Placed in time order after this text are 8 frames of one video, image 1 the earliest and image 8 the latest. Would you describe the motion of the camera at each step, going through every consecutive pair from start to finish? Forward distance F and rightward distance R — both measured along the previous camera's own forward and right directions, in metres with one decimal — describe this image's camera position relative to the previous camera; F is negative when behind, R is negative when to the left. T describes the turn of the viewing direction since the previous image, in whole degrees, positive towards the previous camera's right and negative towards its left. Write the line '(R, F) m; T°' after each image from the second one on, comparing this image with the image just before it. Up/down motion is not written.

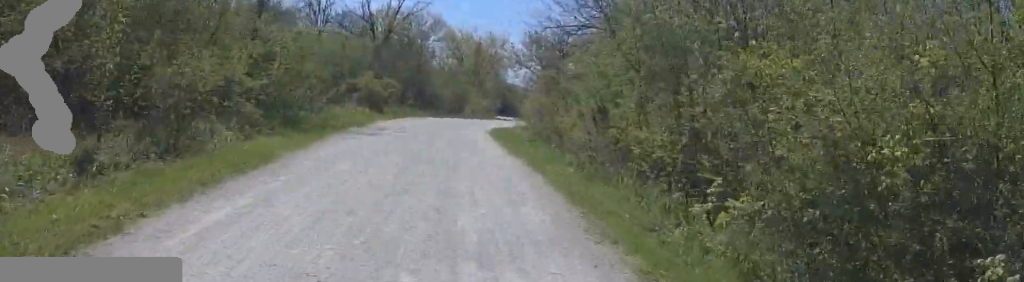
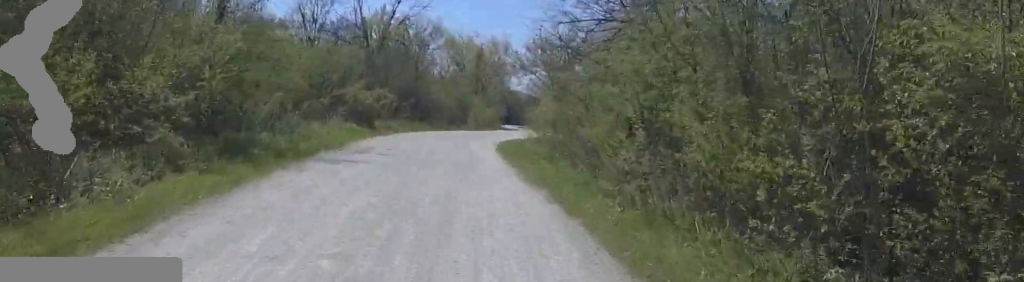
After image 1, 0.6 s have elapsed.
(0.0, +3.1) m; 0°
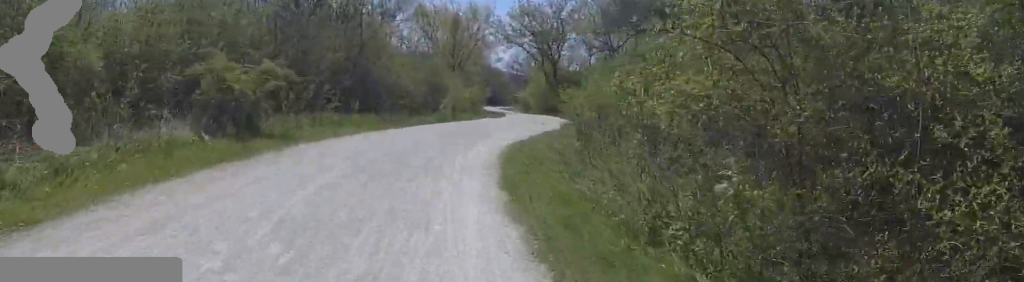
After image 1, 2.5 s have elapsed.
(0.0, +10.3) m; 0°
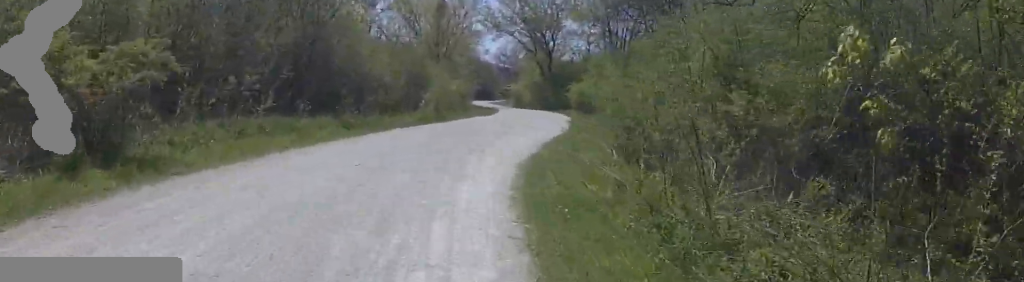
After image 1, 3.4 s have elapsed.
(0.0, +4.6) m; 0°
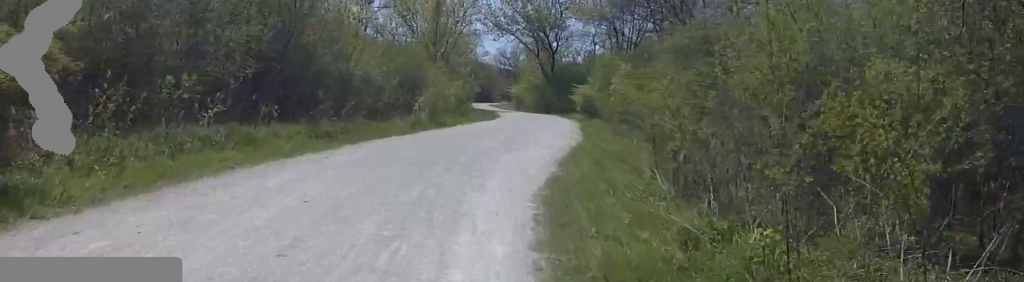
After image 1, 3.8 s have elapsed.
(0.0, +2.3) m; 0°
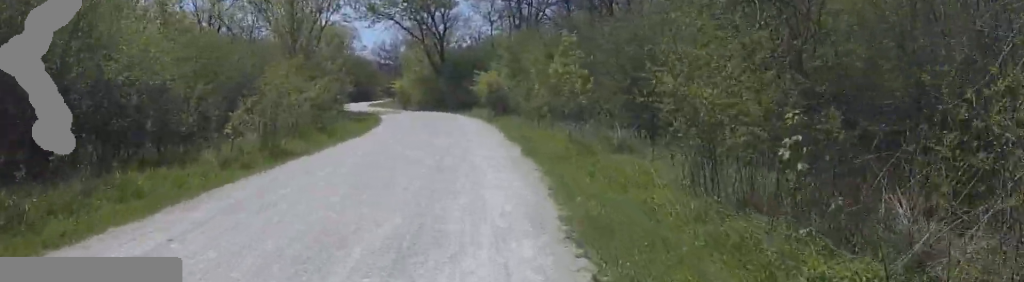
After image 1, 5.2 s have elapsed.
(0.0, +8.3) m; +7°
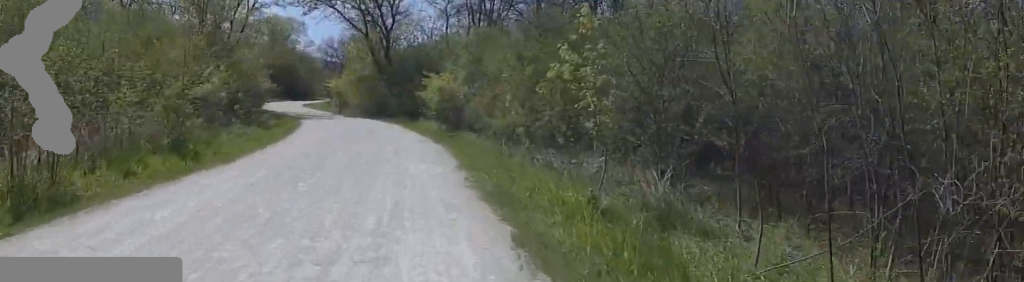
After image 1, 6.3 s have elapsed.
(+0.8, +6.3) m; +7°
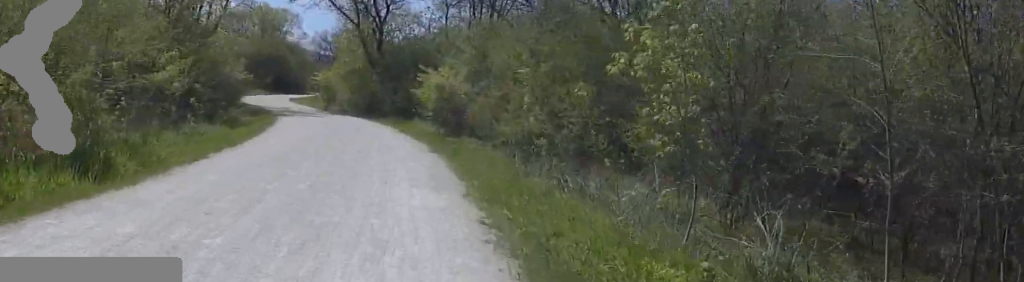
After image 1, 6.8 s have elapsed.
(+0.3, +3.1) m; -1°
